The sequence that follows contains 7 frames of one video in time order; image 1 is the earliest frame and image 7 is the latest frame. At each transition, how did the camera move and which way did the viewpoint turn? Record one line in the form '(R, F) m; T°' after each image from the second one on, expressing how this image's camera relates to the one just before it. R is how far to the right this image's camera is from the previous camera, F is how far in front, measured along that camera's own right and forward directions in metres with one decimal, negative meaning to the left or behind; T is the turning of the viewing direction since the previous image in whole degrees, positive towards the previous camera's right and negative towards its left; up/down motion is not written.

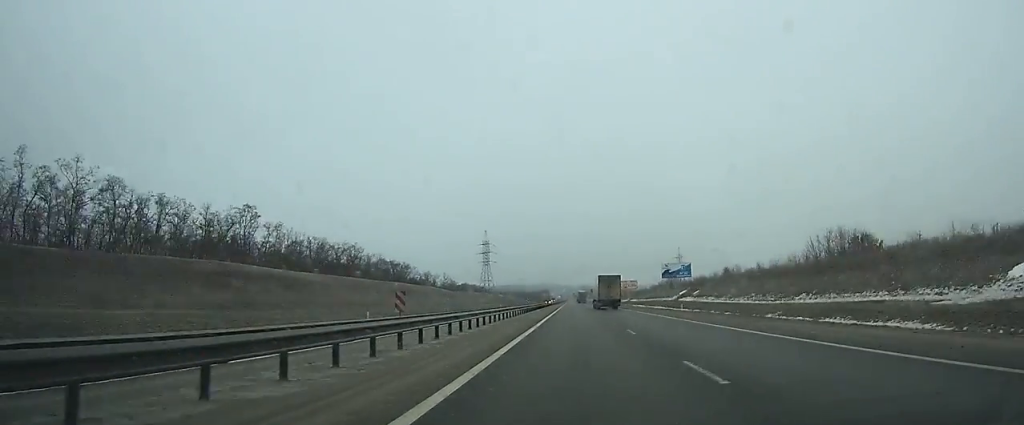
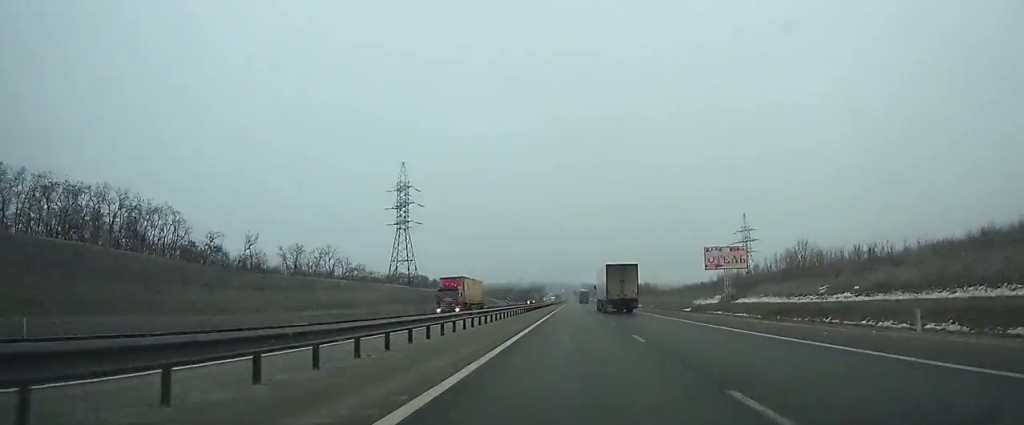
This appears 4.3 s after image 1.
(+0.1, +137.0) m; 0°
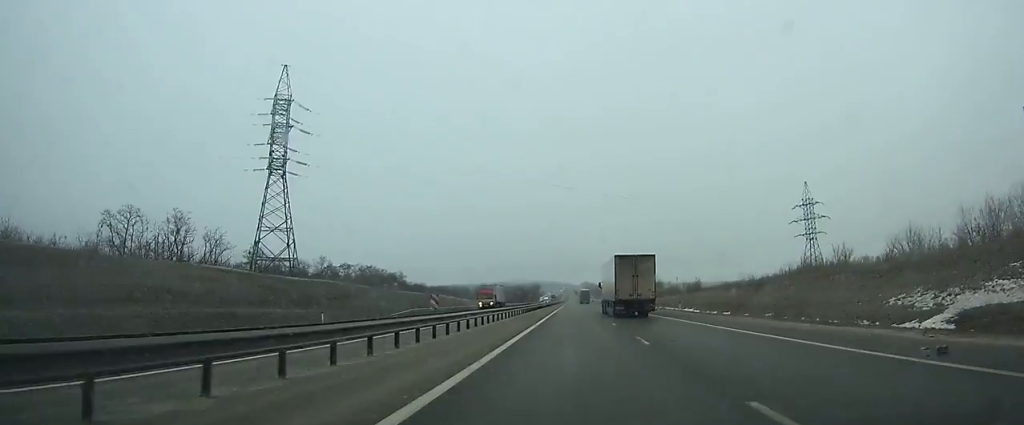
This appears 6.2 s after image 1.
(-0.1, +61.2) m; 0°
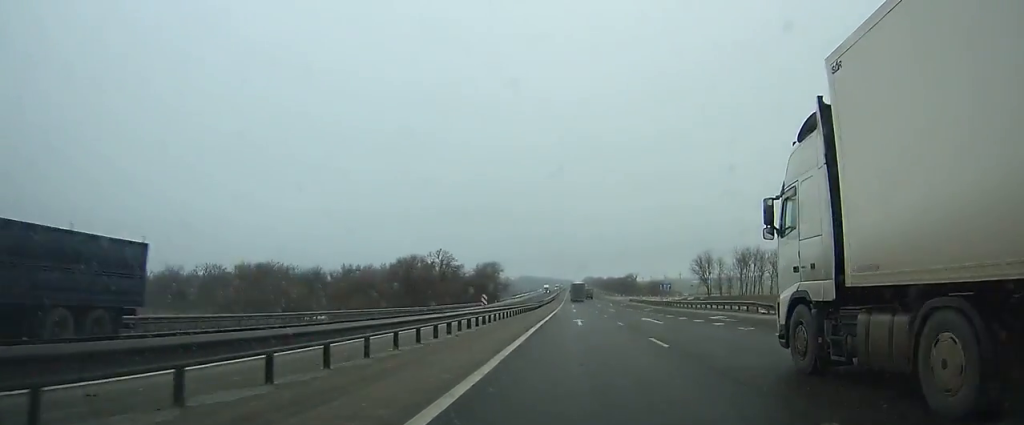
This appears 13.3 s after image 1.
(+0.5, +227.6) m; 0°
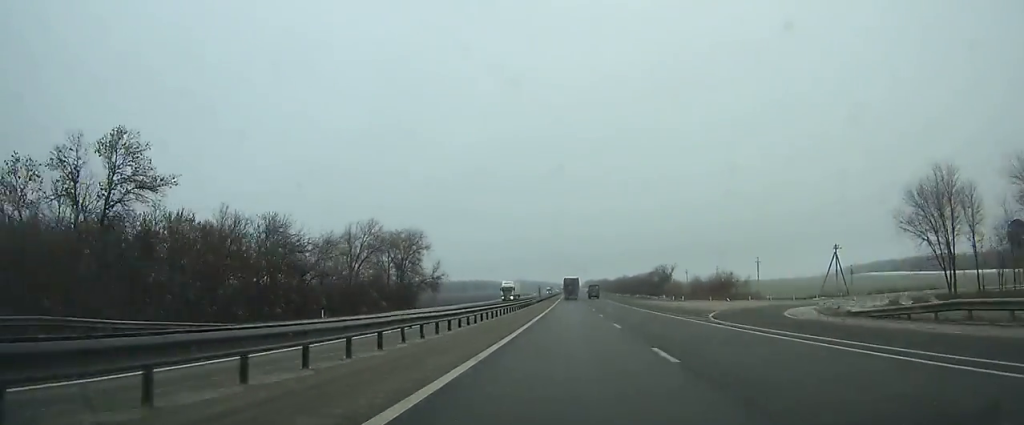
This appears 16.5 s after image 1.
(-0.1, +99.1) m; 0°
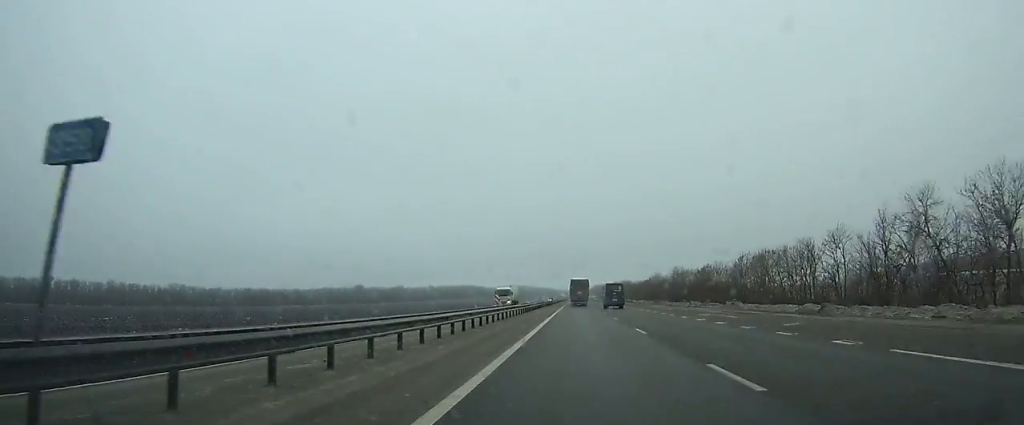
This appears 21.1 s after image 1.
(-0.2, +135.3) m; 0°
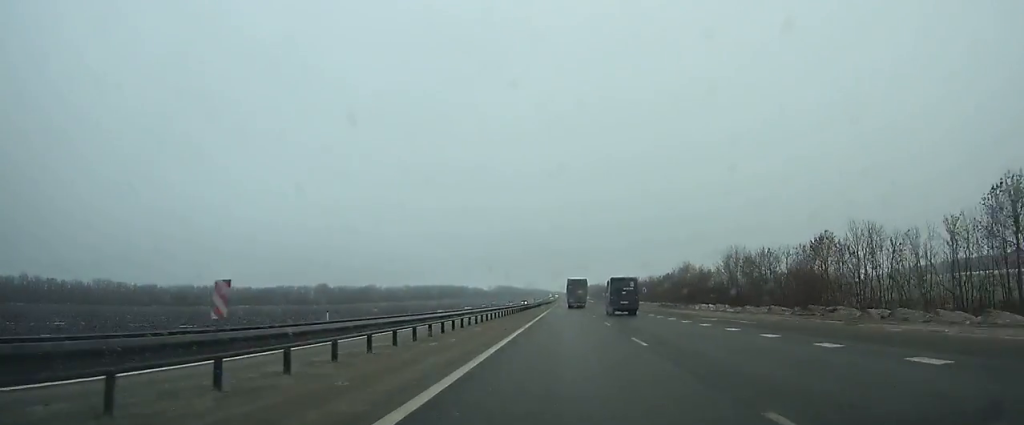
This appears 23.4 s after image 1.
(0.0, +65.1) m; 0°
